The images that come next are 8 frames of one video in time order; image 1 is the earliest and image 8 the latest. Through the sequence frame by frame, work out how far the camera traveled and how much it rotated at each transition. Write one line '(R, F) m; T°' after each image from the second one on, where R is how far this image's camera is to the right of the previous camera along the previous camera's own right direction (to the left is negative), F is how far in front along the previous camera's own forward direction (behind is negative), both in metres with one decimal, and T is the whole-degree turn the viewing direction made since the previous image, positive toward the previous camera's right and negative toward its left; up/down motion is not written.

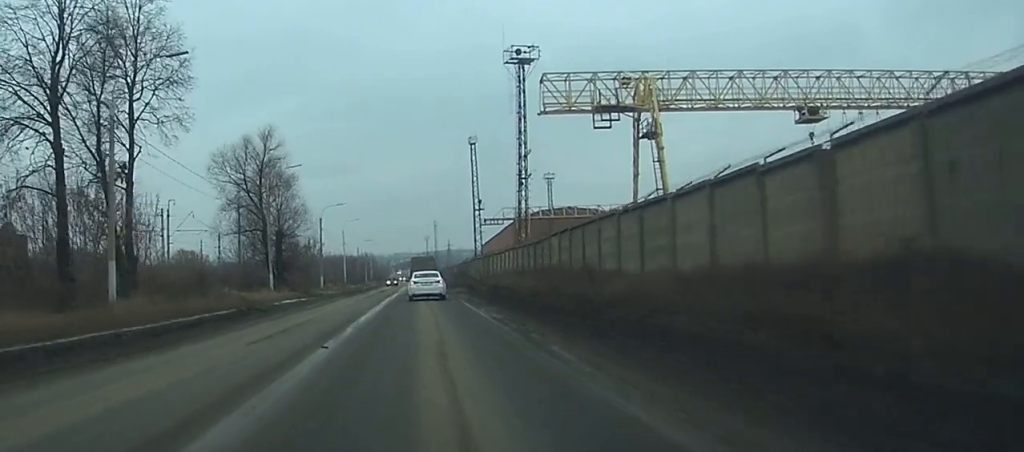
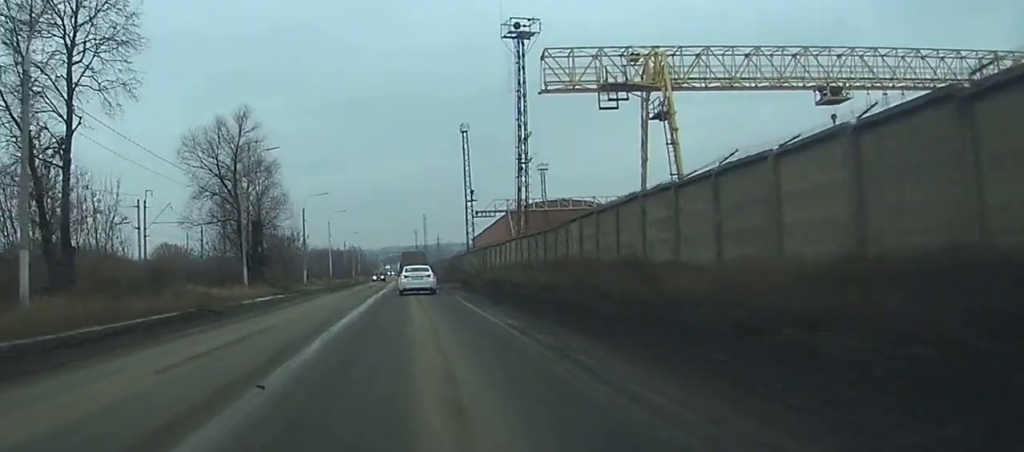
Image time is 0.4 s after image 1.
(0.0, +5.9) m; 0°
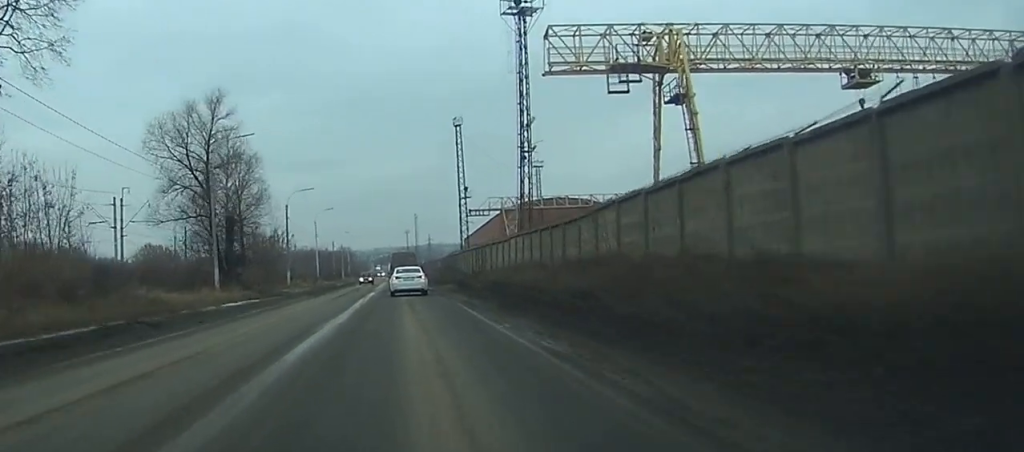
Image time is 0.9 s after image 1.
(0.0, +6.0) m; 0°
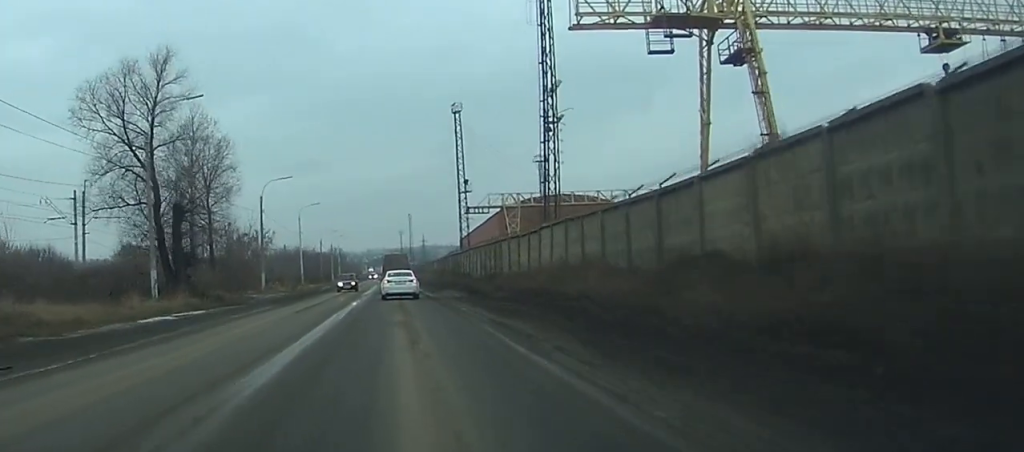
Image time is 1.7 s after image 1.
(0.0, +11.5) m; 0°
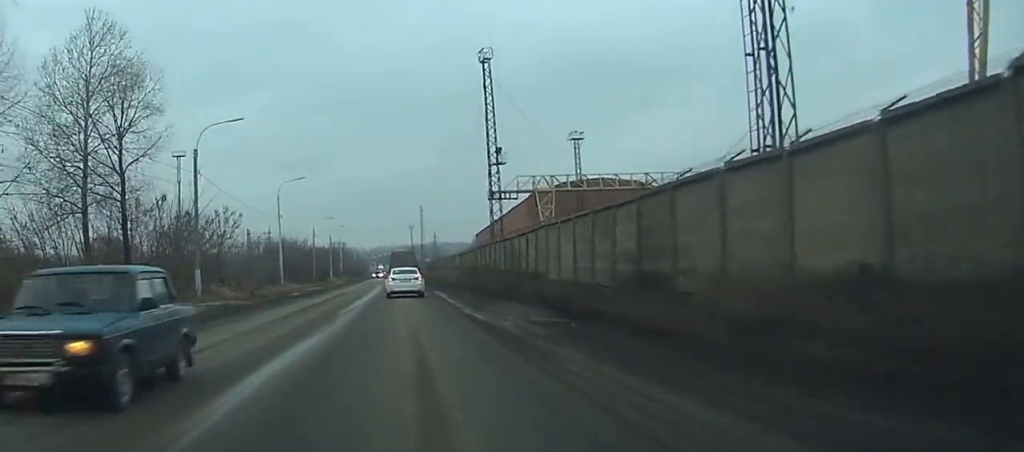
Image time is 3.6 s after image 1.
(-0.1, +26.3) m; 0°
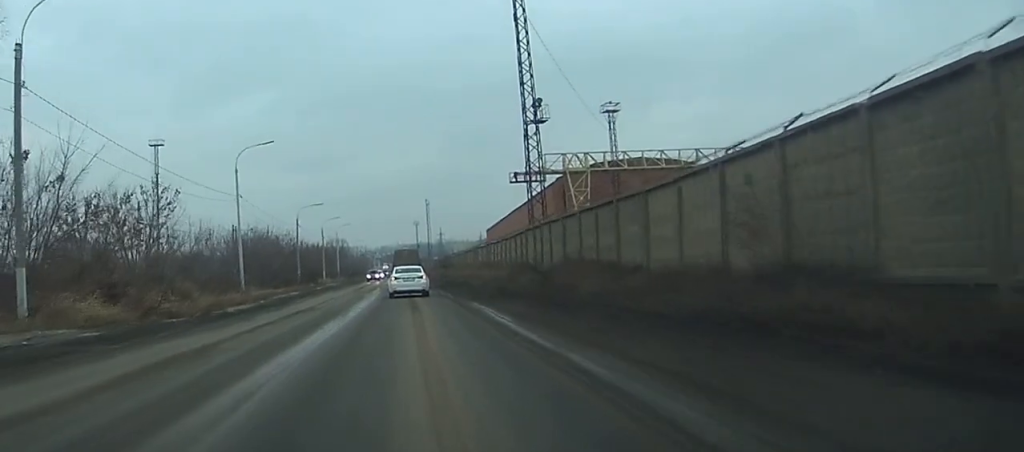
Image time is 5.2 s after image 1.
(-0.1, +22.2) m; 0°
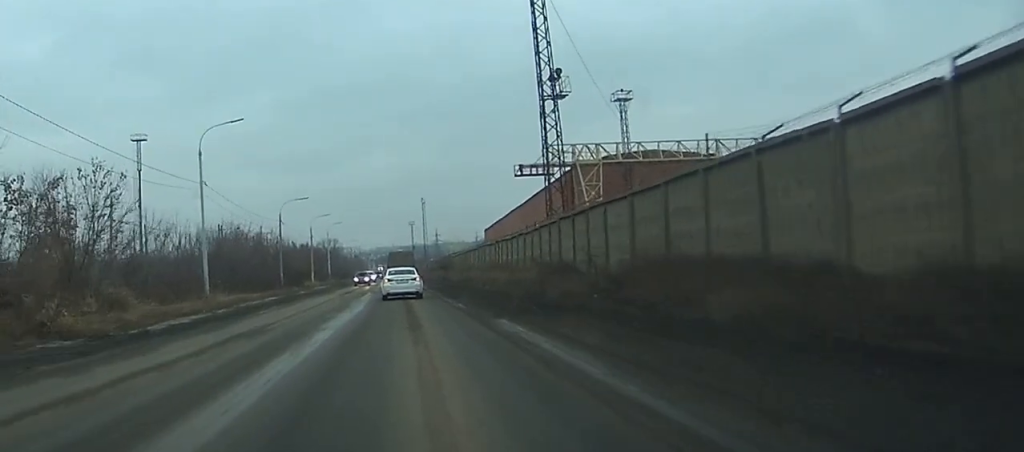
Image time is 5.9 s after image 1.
(0.0, +9.3) m; 0°
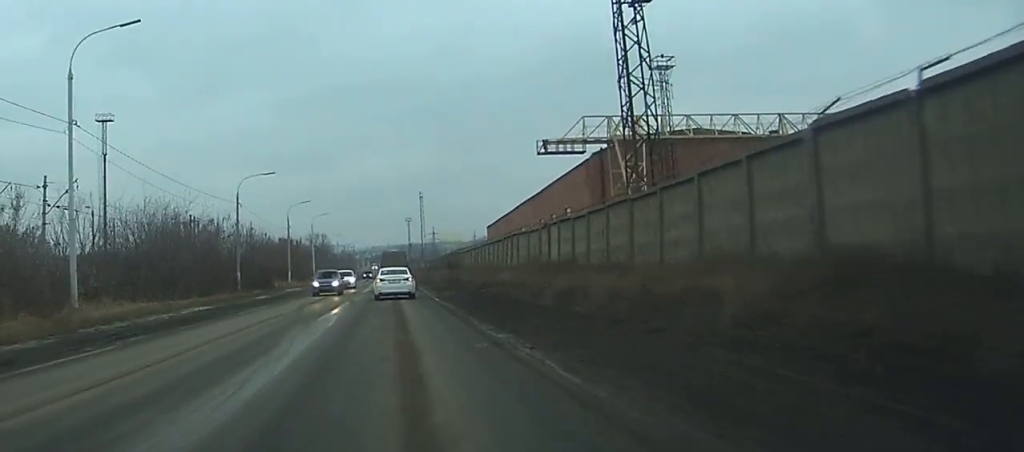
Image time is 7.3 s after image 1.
(0.0, +19.5) m; 0°
